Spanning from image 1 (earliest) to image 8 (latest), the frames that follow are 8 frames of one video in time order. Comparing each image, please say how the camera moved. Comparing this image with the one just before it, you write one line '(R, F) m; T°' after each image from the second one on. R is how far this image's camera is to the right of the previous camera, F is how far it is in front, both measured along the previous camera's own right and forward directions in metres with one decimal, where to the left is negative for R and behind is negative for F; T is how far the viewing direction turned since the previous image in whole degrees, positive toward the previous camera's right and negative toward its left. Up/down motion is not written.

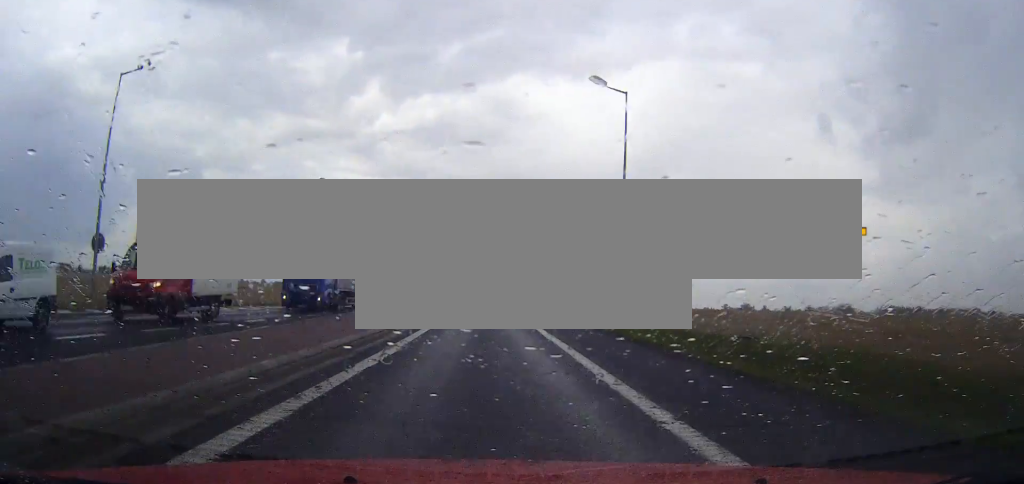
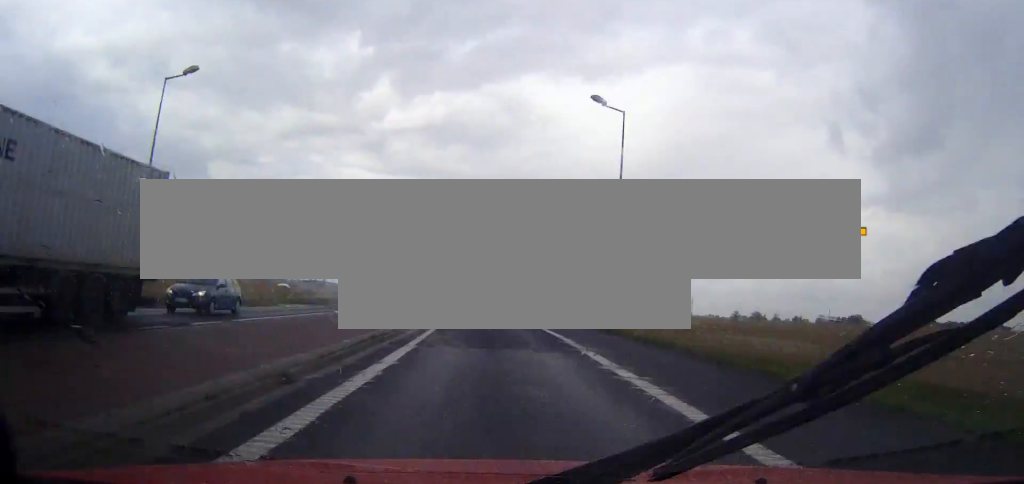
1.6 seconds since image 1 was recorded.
(-0.3, +32.6) m; -1°
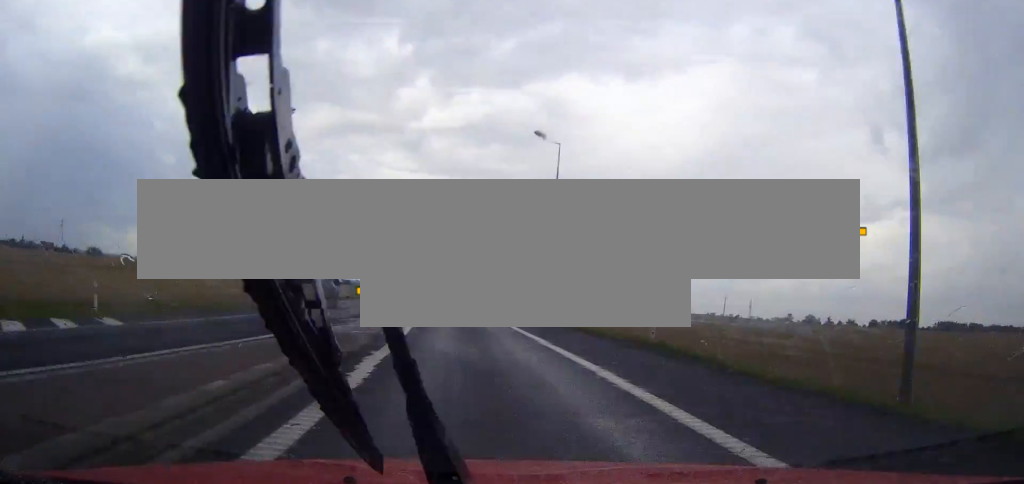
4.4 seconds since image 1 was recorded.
(-1.3, +58.0) m; -3°
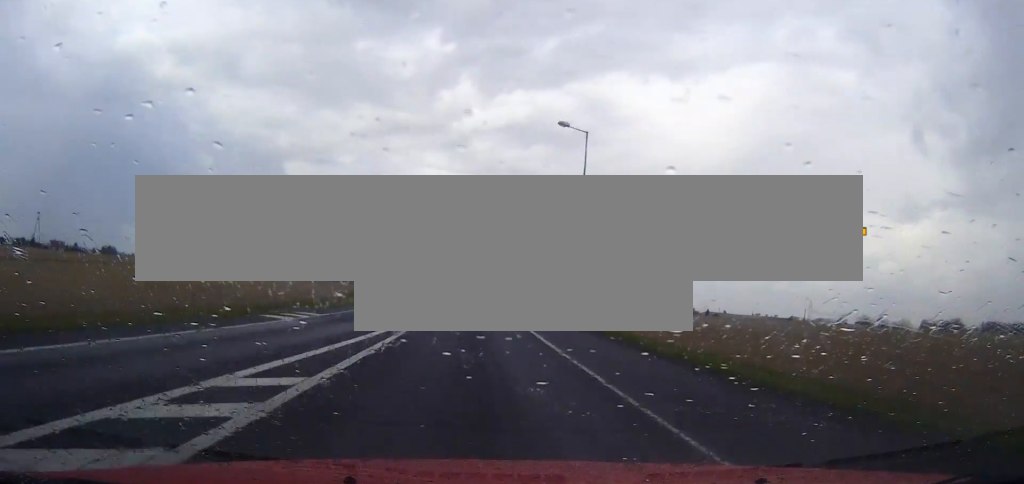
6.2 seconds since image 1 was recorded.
(-0.6, +37.7) m; -2°
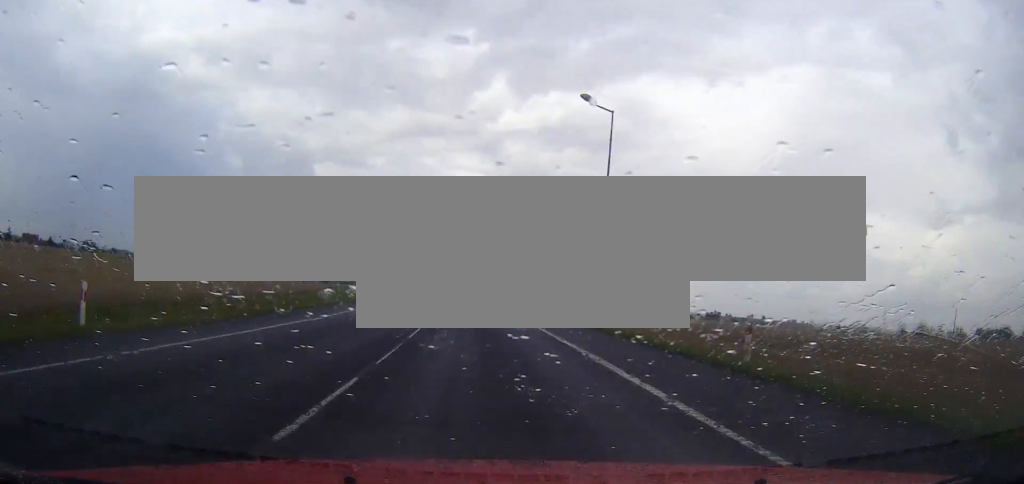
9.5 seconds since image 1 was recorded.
(-2.1, +69.3) m; -4°
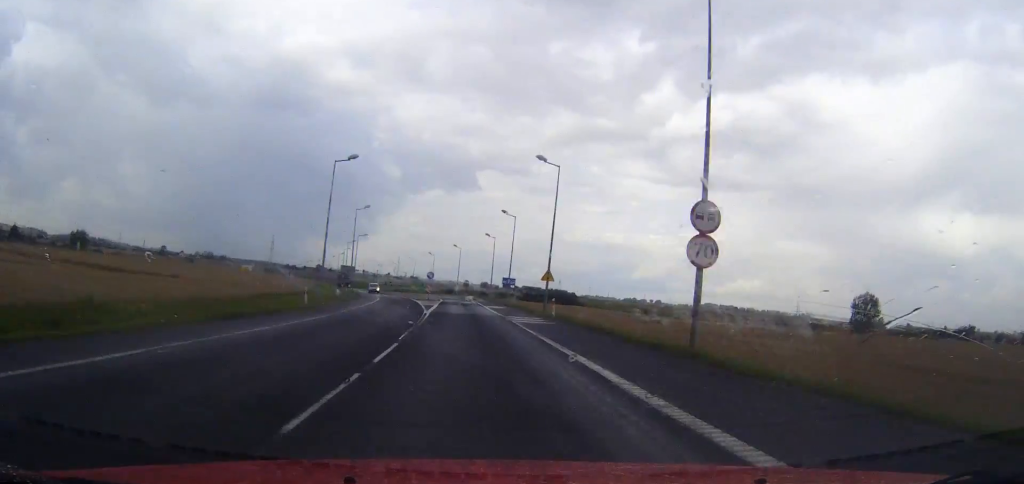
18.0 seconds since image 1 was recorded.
(-17.9, +168.6) m; -11°
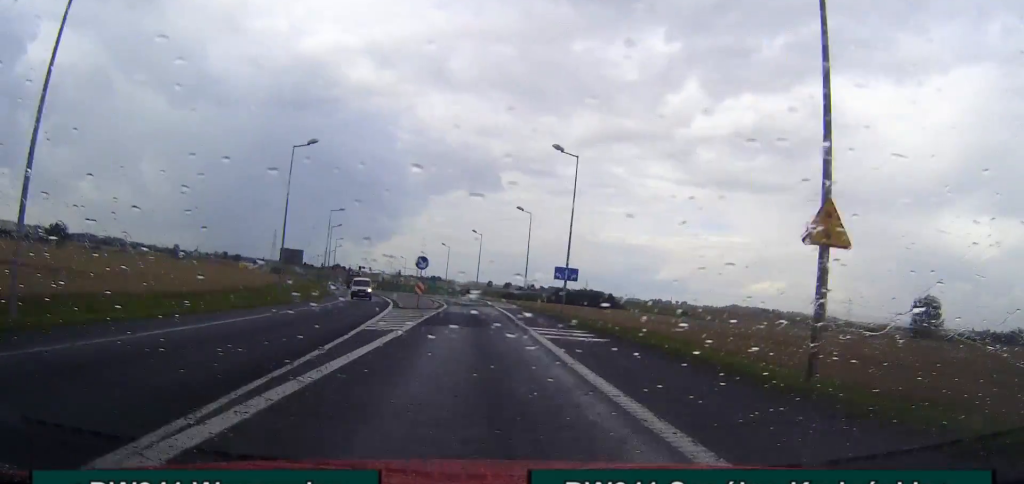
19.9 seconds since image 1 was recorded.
(-0.9, +36.0) m; -3°
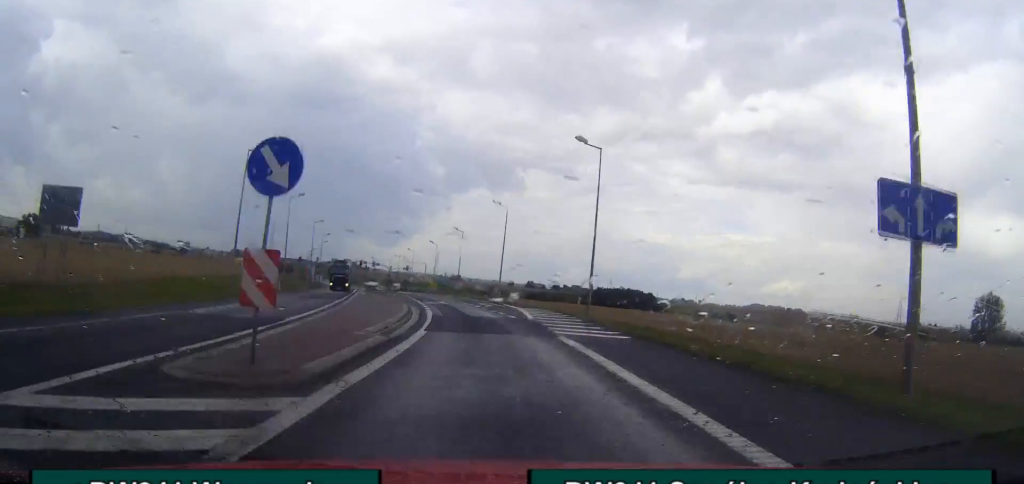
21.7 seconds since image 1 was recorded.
(-0.3, +34.0) m; -3°
